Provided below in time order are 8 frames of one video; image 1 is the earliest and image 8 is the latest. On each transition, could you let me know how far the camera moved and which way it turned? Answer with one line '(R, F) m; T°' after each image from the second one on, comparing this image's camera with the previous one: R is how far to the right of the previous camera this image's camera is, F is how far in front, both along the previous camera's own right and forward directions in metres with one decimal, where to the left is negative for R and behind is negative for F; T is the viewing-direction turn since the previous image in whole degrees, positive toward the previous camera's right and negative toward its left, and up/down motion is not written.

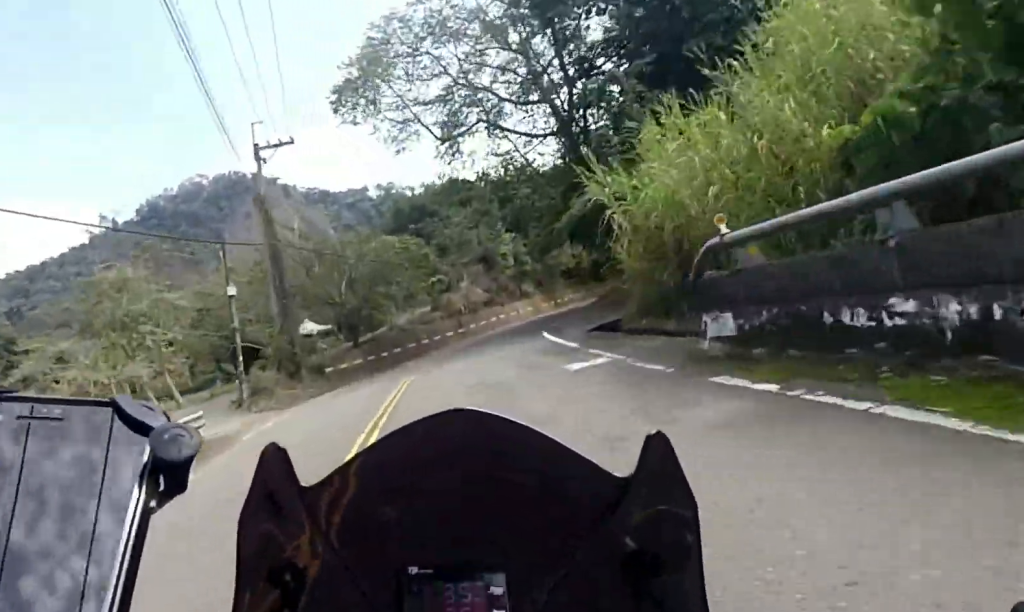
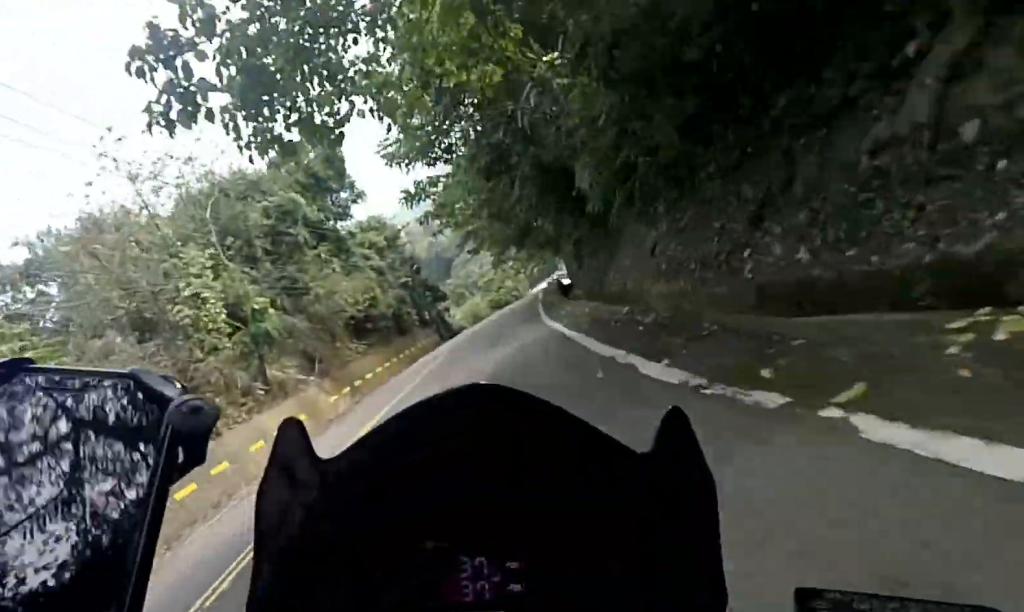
(+3.4, +32.7) m; +12°
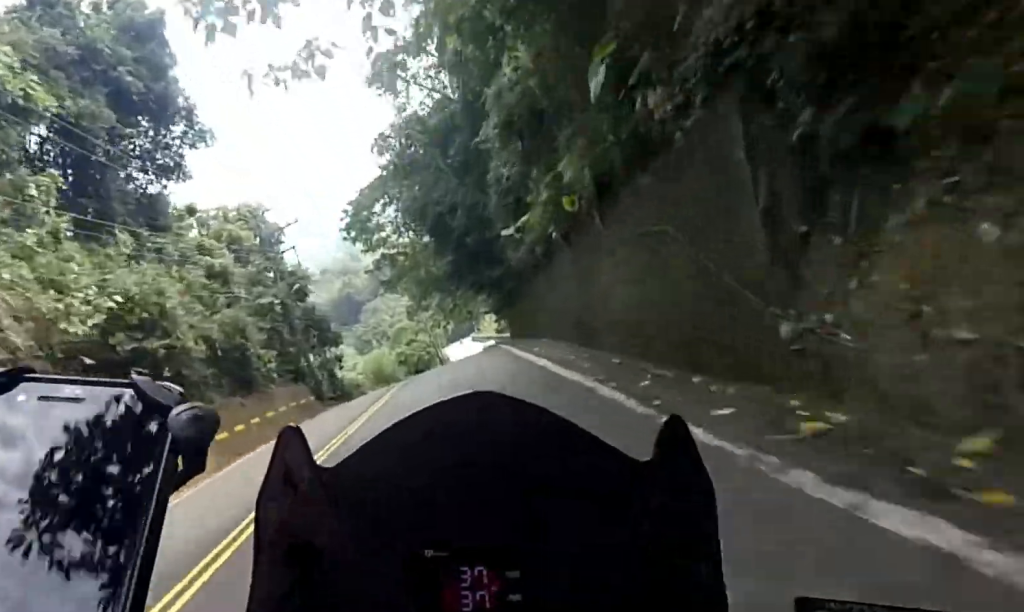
(+1.4, +15.8) m; +6°
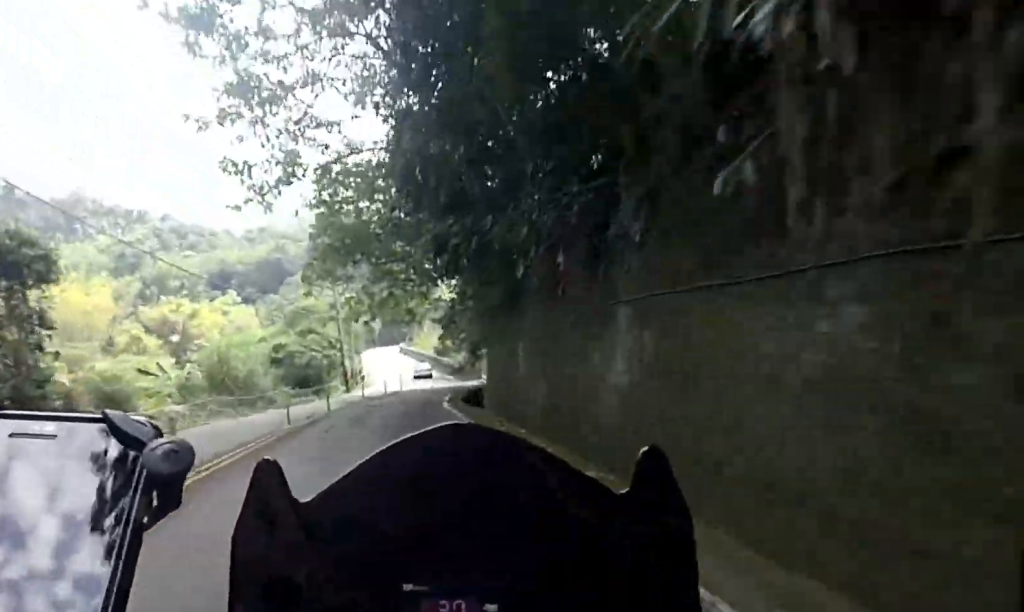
(+1.3, +22.6) m; +8°
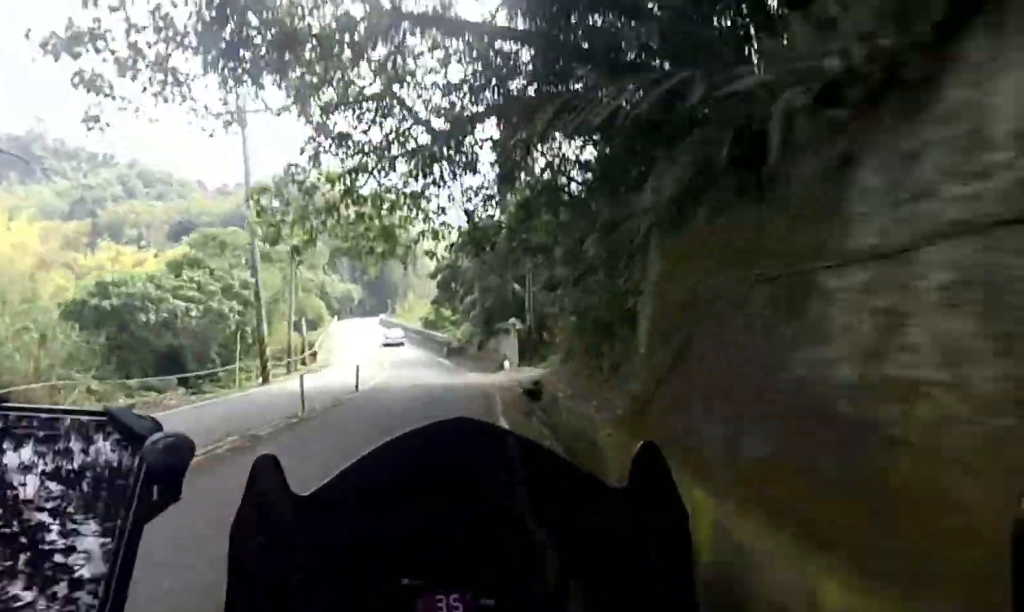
(+1.6, +18.9) m; 0°
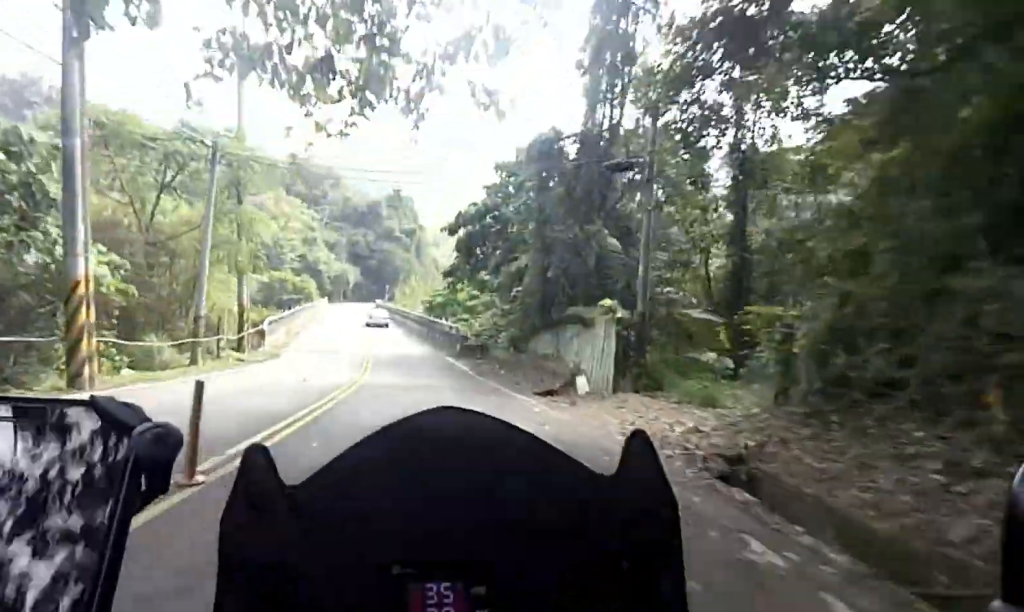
(-0.3, +12.8) m; -2°
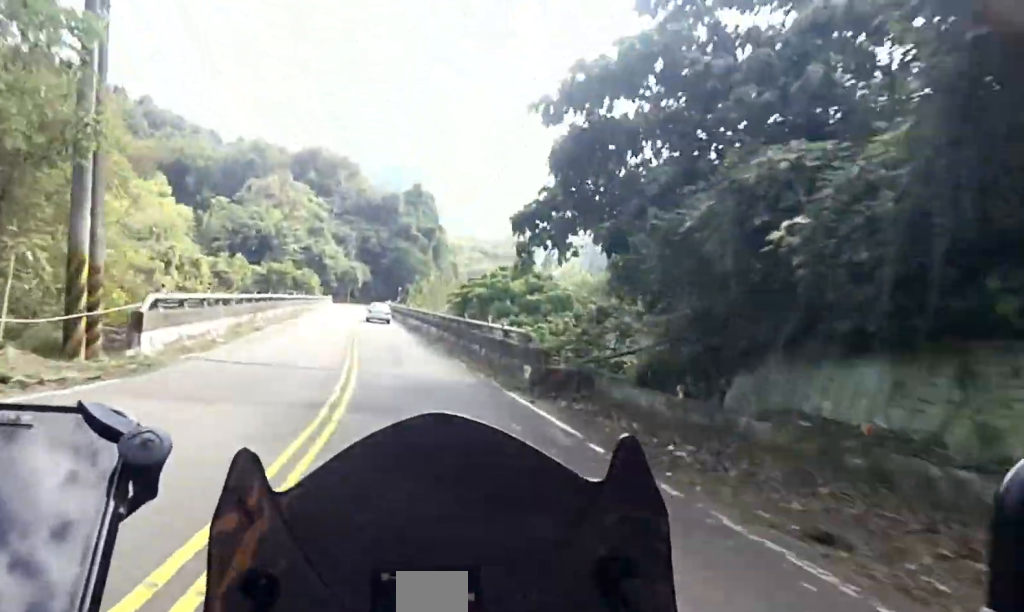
(-1.7, +12.5) m; -3°
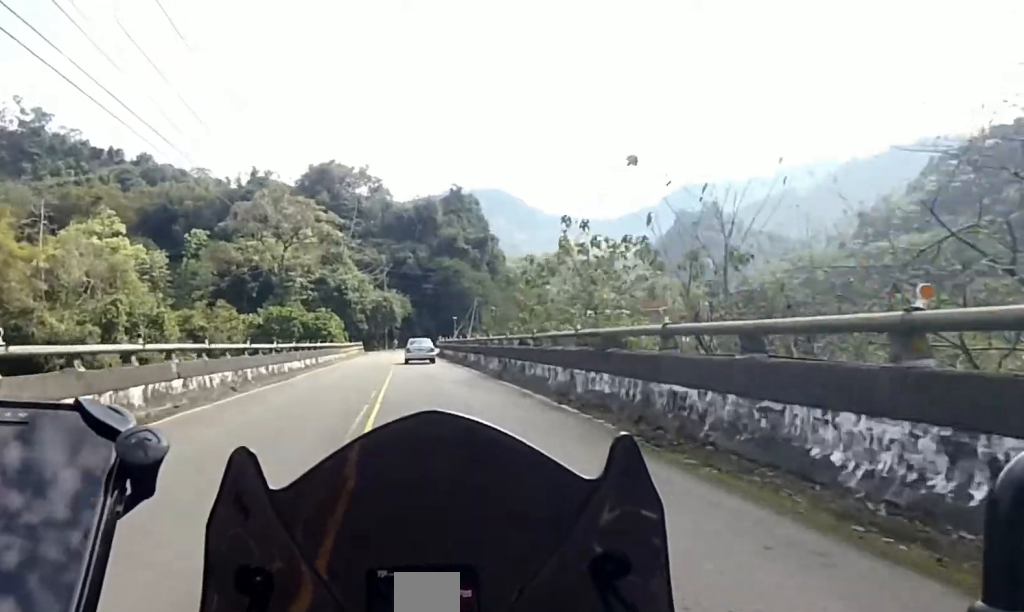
(+0.9, +30.5) m; 0°
